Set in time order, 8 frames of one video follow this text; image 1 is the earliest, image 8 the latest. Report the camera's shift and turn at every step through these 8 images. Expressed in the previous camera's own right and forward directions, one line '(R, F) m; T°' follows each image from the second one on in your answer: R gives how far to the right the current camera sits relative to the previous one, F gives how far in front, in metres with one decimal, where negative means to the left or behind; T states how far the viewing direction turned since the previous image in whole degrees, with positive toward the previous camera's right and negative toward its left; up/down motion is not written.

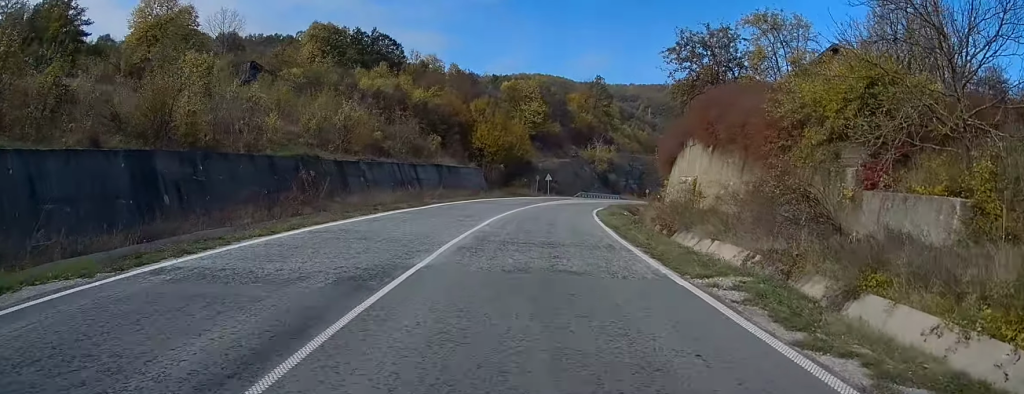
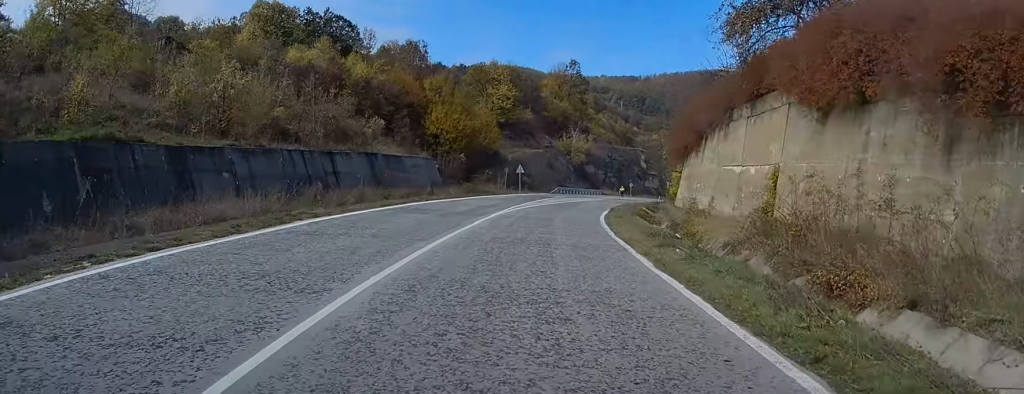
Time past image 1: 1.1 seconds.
(+0.4, +16.4) m; +1°
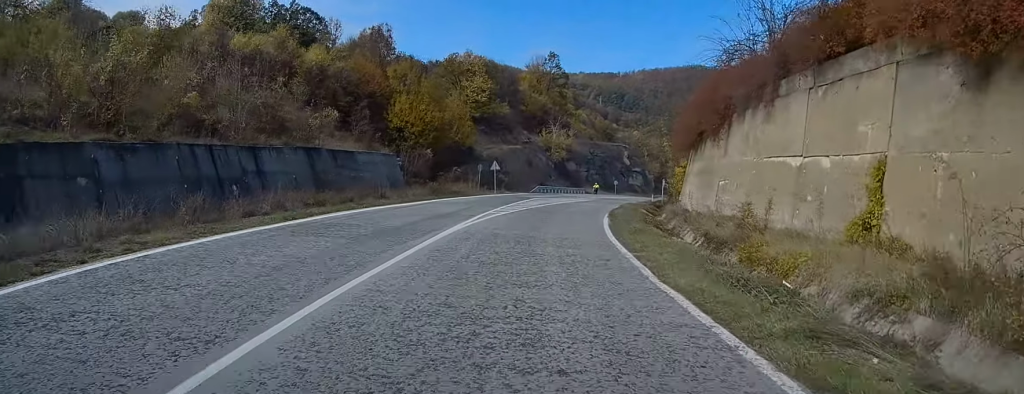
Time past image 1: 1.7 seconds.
(-0.2, +8.7) m; +2°
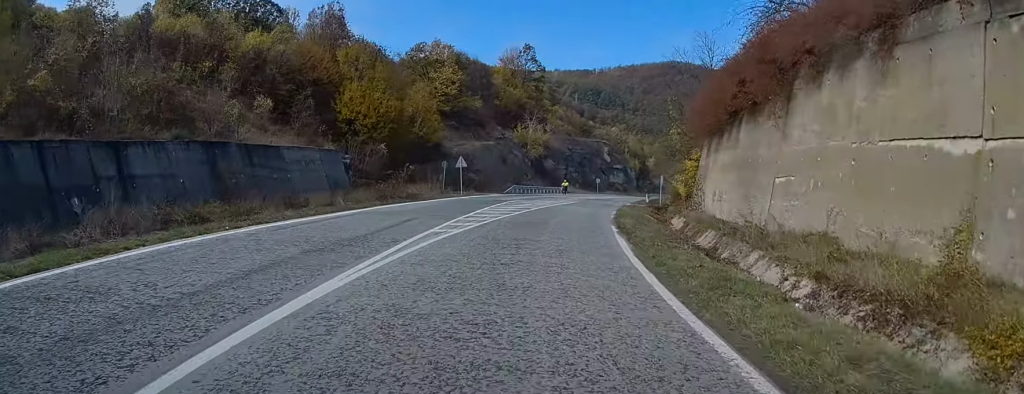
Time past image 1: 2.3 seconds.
(-0.1, +9.5) m; +2°
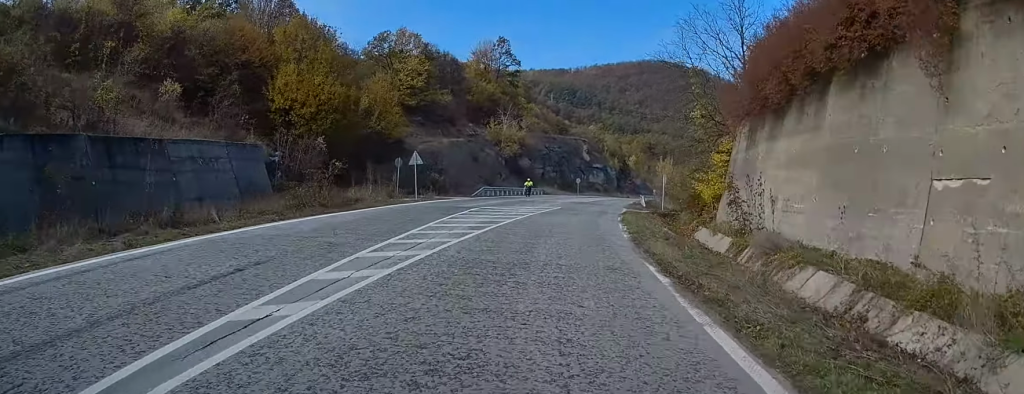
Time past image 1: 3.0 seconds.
(+0.6, +9.6) m; +2°
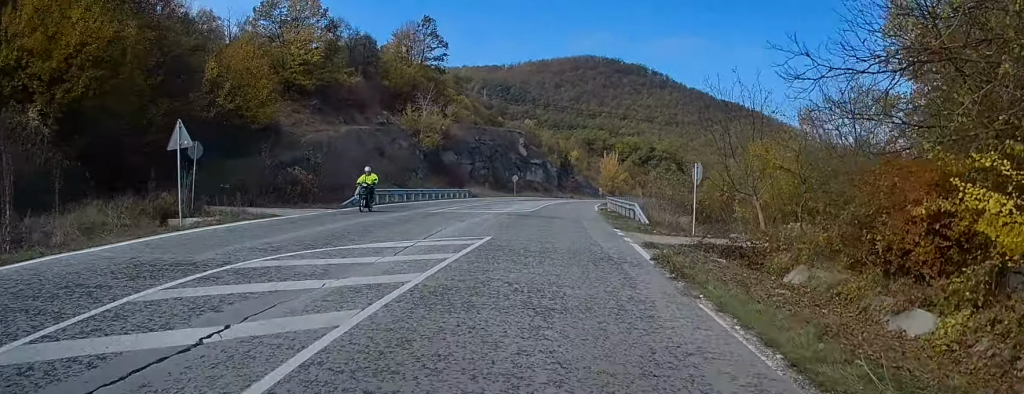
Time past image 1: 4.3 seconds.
(+0.3, +20.5) m; +5°
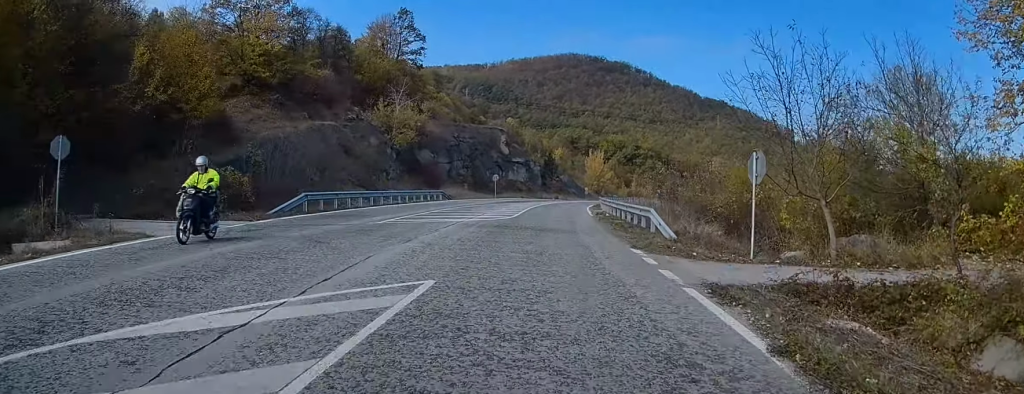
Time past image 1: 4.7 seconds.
(+0.5, +6.5) m; +2°
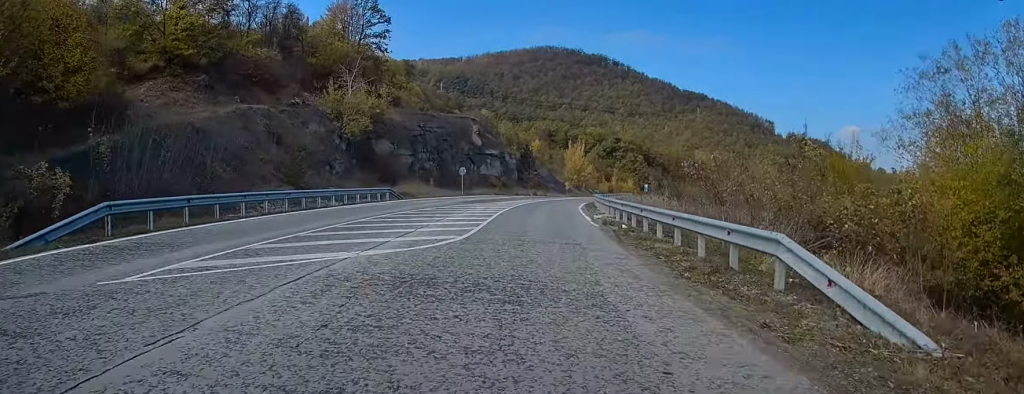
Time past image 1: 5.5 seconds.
(+0.4, +12.0) m; +2°
